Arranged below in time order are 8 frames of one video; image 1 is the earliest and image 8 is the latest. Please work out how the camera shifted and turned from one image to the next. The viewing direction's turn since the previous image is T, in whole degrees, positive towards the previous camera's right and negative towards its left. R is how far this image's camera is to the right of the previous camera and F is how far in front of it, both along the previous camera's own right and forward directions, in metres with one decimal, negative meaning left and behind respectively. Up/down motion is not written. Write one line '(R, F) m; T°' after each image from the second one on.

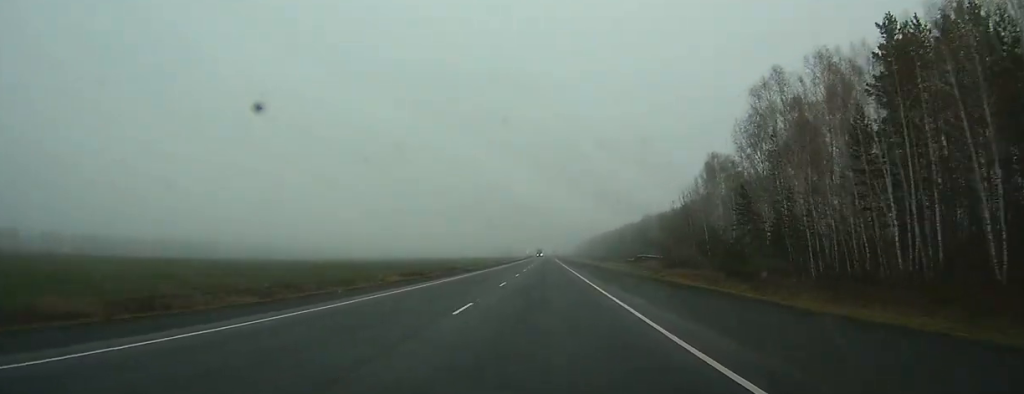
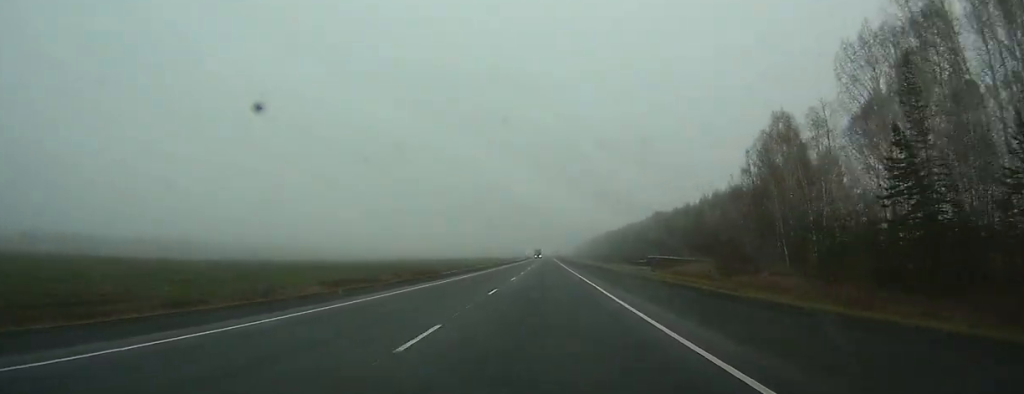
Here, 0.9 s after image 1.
(0.0, +29.6) m; 0°
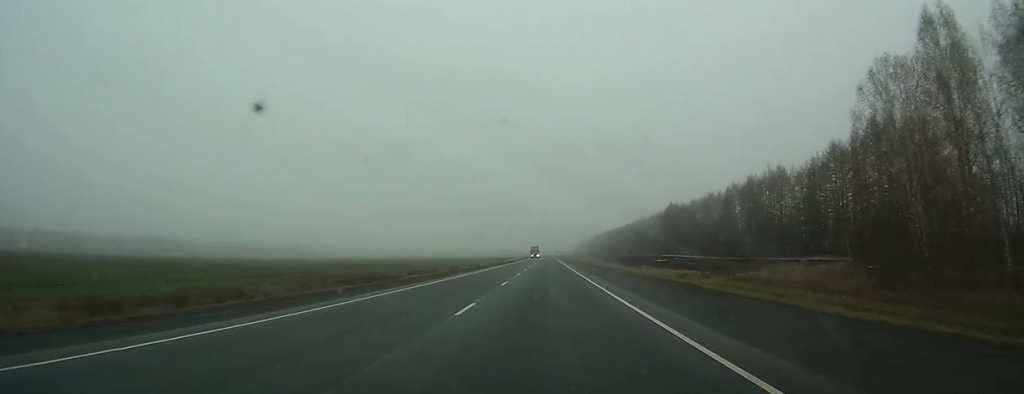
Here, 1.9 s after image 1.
(-0.1, +31.6) m; 0°
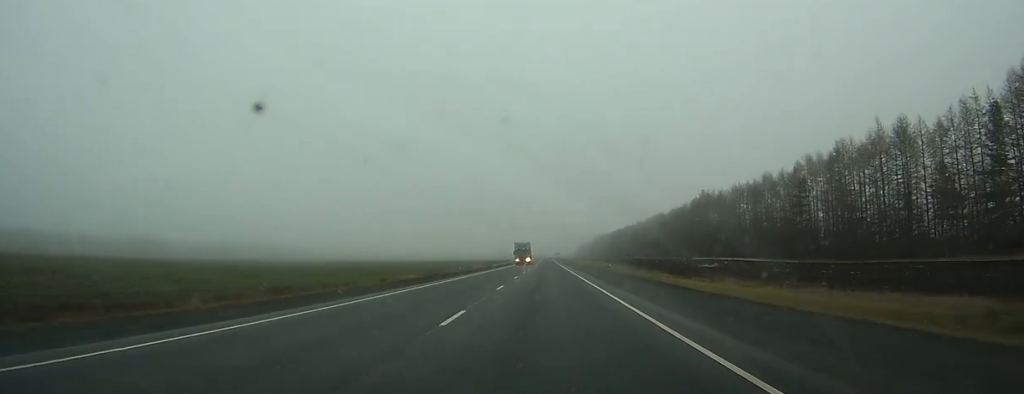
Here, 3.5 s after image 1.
(+0.2, +50.7) m; 0°
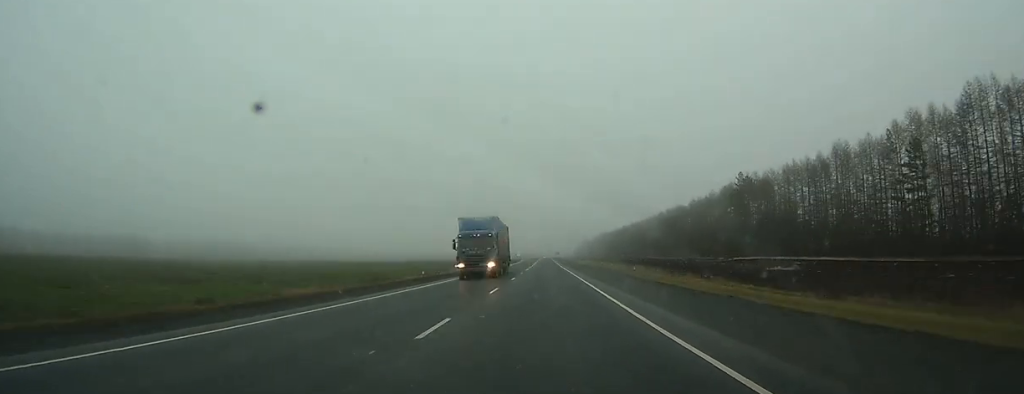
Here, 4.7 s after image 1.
(+0.1, +38.0) m; 0°
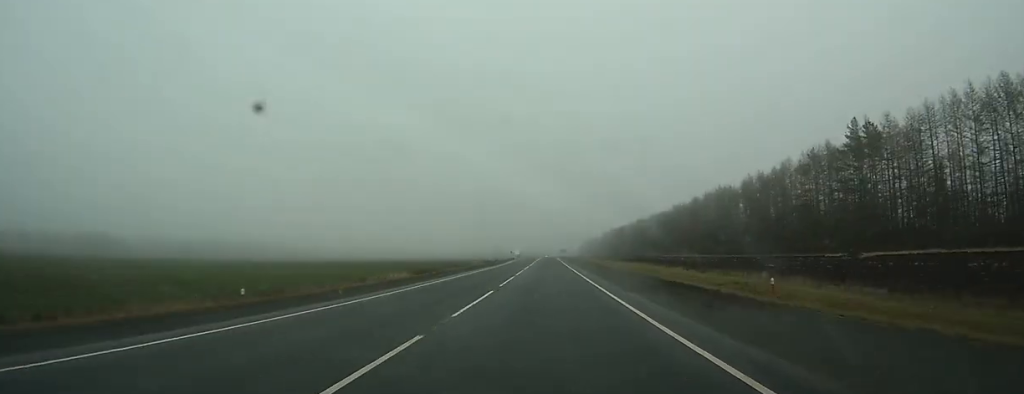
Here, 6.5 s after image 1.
(+0.1, +56.7) m; 0°
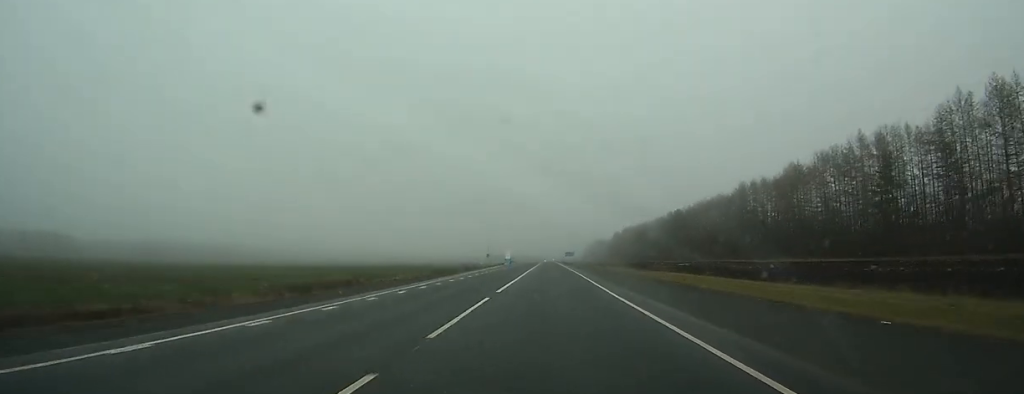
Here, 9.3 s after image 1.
(-0.2, +85.1) m; 0°
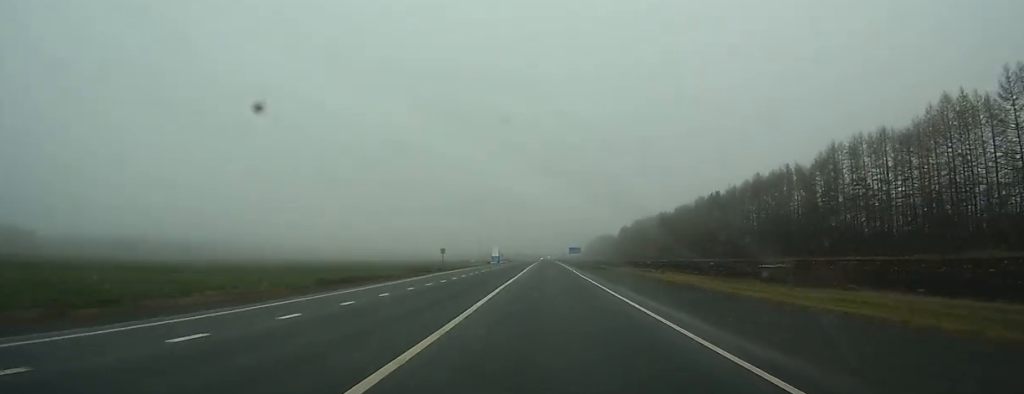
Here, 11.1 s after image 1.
(-0.1, +55.2) m; 0°
